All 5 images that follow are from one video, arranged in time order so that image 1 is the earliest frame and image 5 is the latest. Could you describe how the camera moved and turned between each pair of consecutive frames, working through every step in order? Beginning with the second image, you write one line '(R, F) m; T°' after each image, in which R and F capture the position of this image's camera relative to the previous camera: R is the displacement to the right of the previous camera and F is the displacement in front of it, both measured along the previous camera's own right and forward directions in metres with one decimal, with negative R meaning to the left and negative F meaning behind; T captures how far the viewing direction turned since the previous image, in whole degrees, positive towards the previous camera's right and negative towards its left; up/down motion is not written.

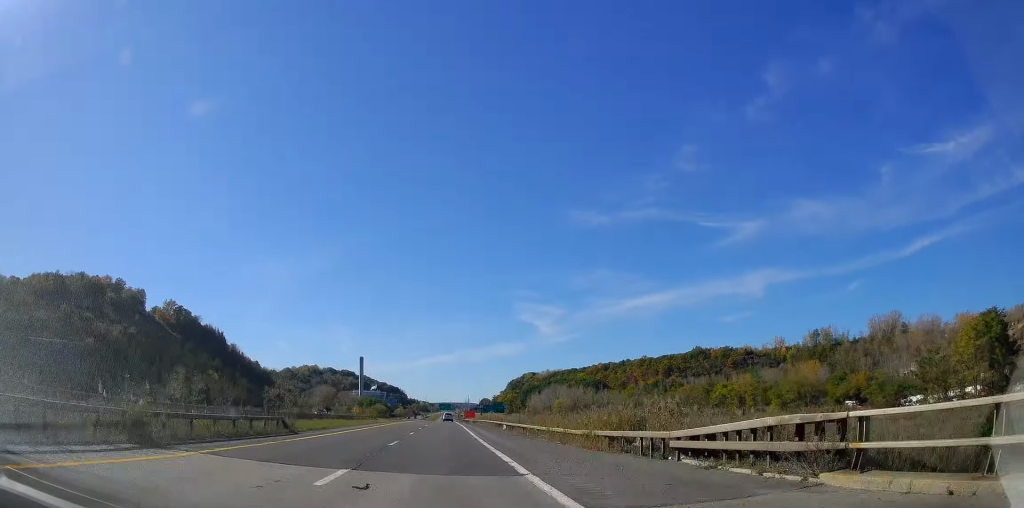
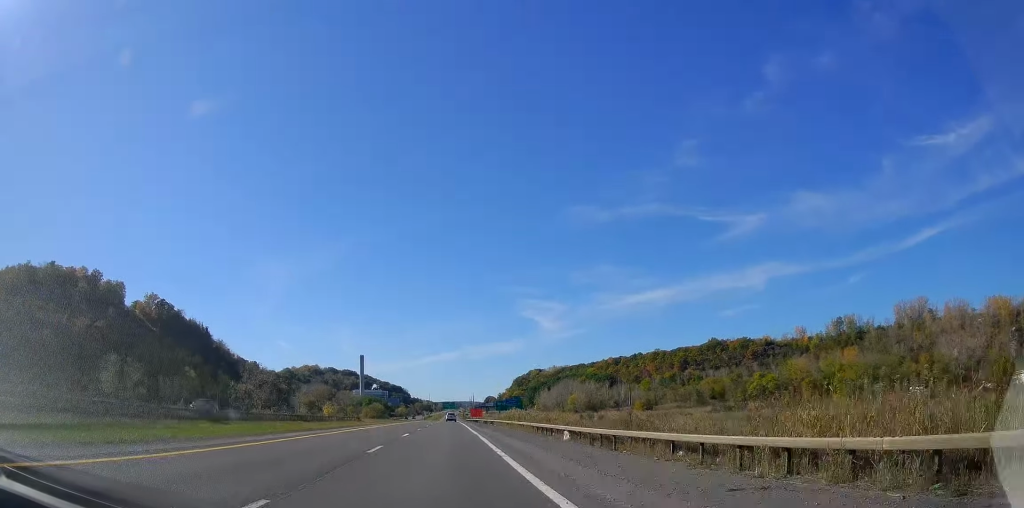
(0.0, +30.5) m; 0°
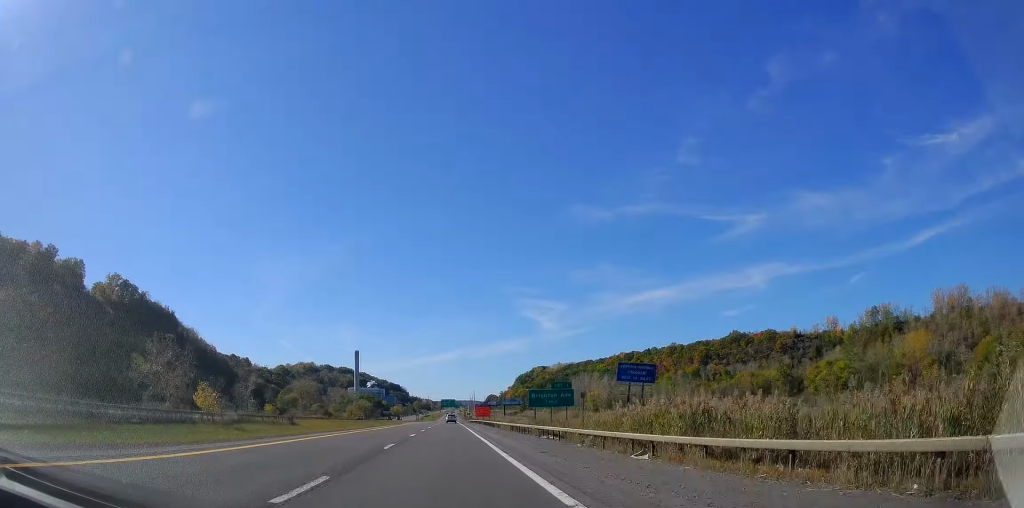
(-0.6, +46.5) m; 0°
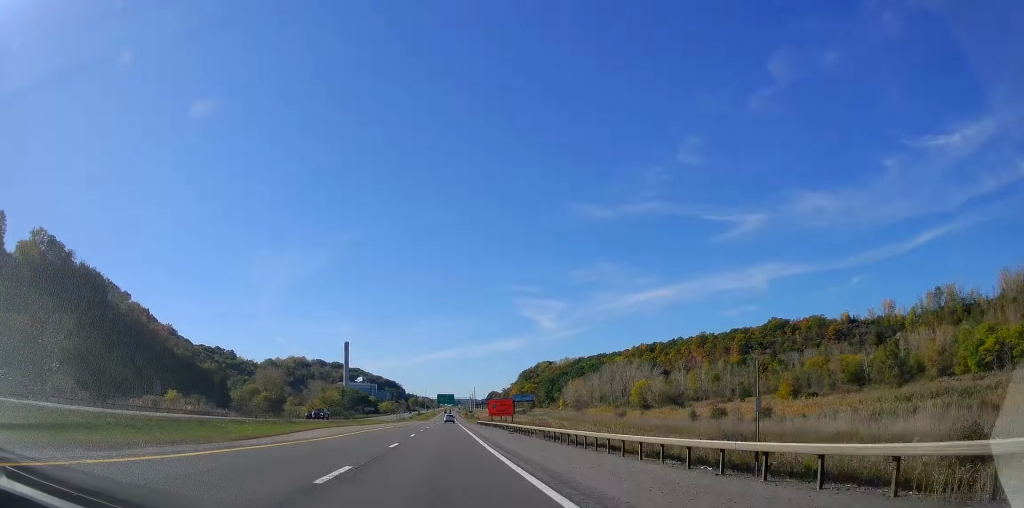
(+0.1, +71.6) m; -1°
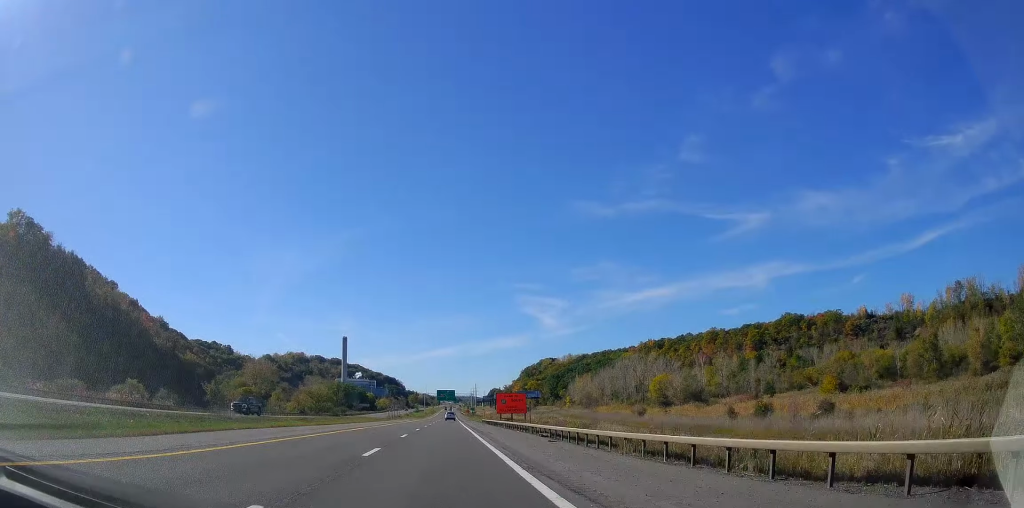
(0.0, +18.9) m; 0°
